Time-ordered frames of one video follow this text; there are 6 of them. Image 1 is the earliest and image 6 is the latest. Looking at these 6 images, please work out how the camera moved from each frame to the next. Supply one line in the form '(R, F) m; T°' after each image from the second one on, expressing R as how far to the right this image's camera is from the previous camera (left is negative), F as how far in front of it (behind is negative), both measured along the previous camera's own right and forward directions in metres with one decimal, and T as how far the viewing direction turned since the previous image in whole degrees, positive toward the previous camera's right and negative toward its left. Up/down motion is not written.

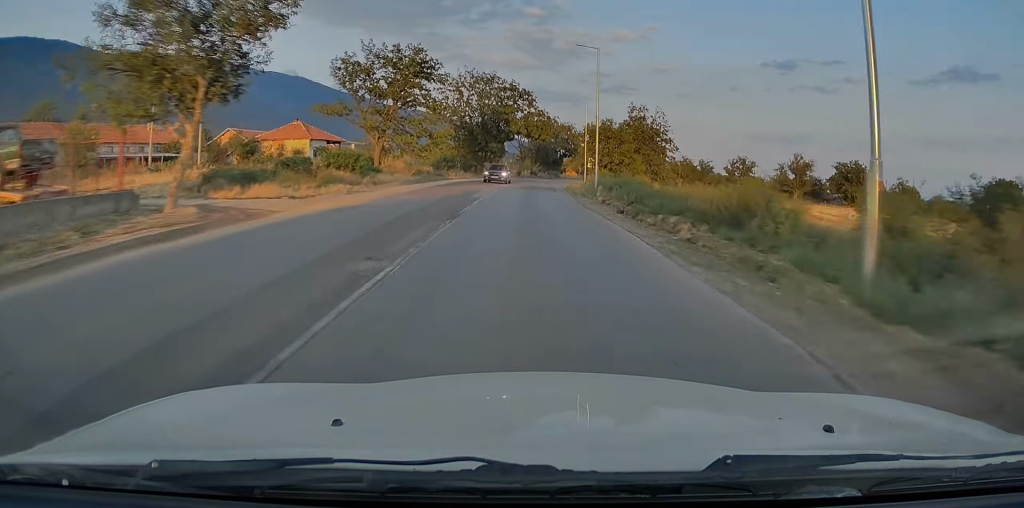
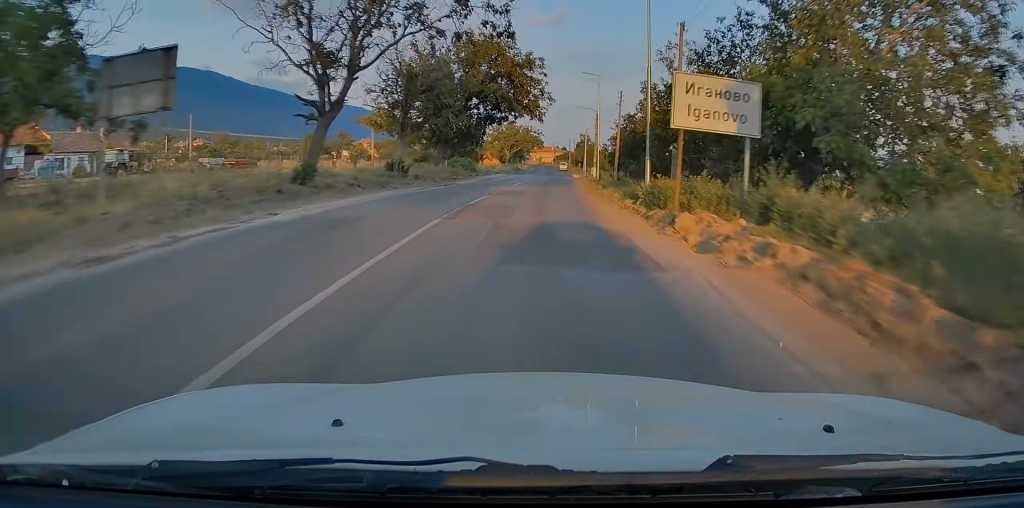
(+3.3, +74.4) m; +8°
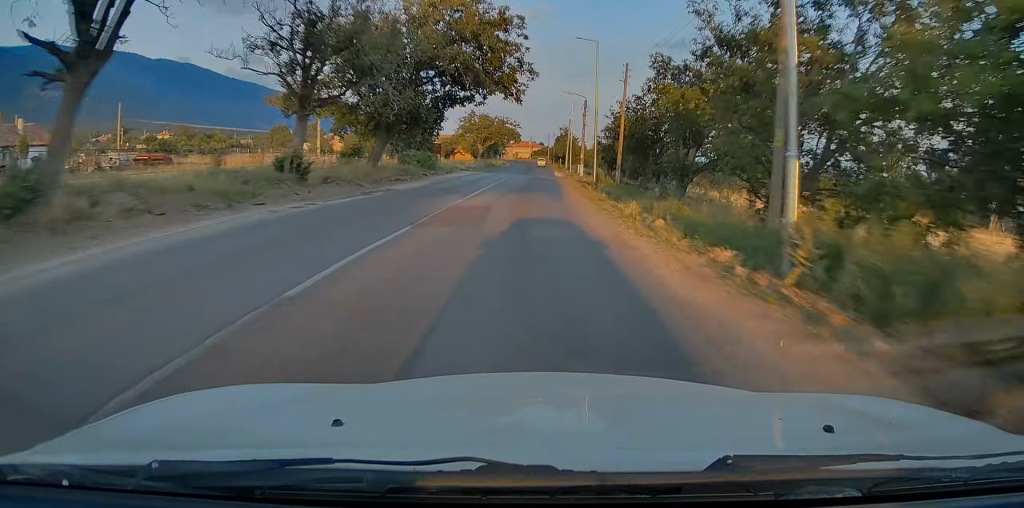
(+0.4, +12.9) m; +1°
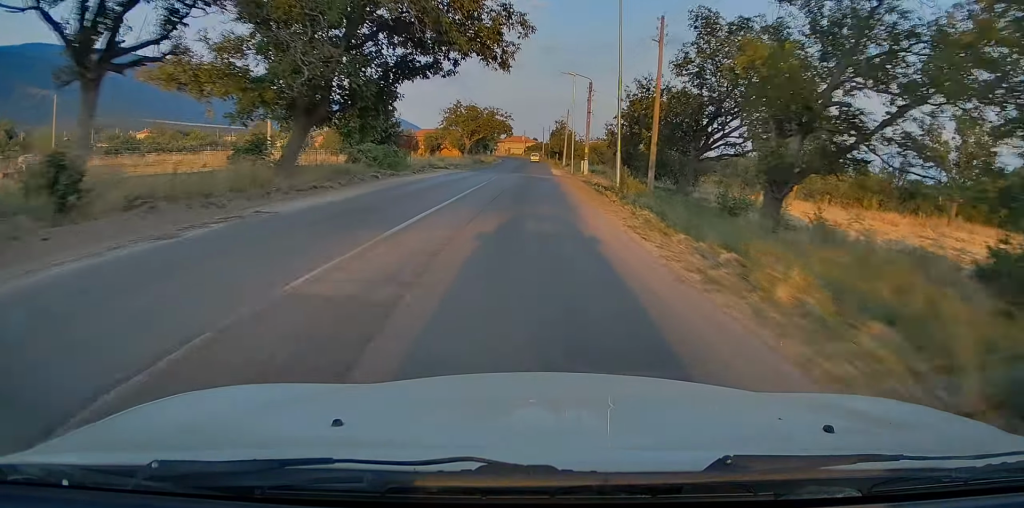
(+0.2, +12.0) m; +1°
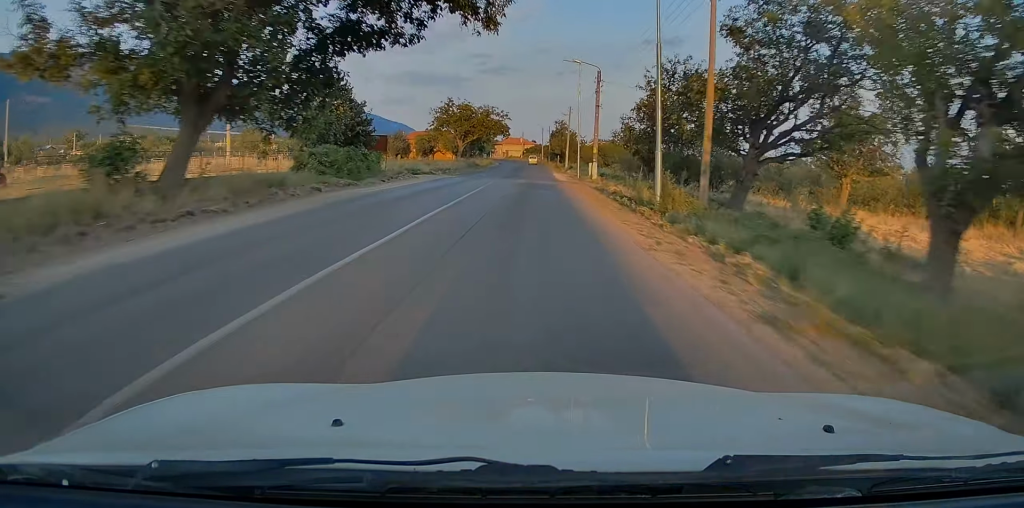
(-0.2, +8.0) m; 0°
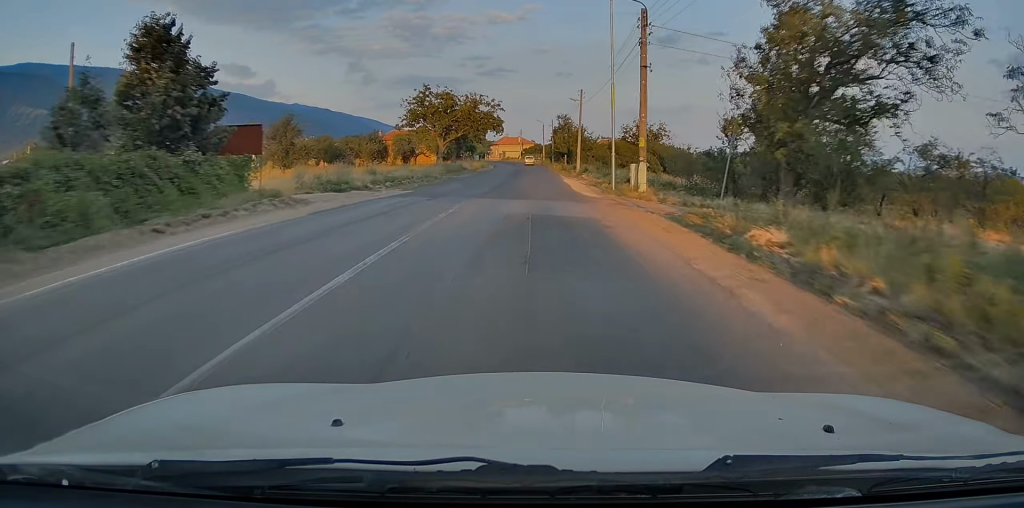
(+0.3, +19.1) m; +1°
